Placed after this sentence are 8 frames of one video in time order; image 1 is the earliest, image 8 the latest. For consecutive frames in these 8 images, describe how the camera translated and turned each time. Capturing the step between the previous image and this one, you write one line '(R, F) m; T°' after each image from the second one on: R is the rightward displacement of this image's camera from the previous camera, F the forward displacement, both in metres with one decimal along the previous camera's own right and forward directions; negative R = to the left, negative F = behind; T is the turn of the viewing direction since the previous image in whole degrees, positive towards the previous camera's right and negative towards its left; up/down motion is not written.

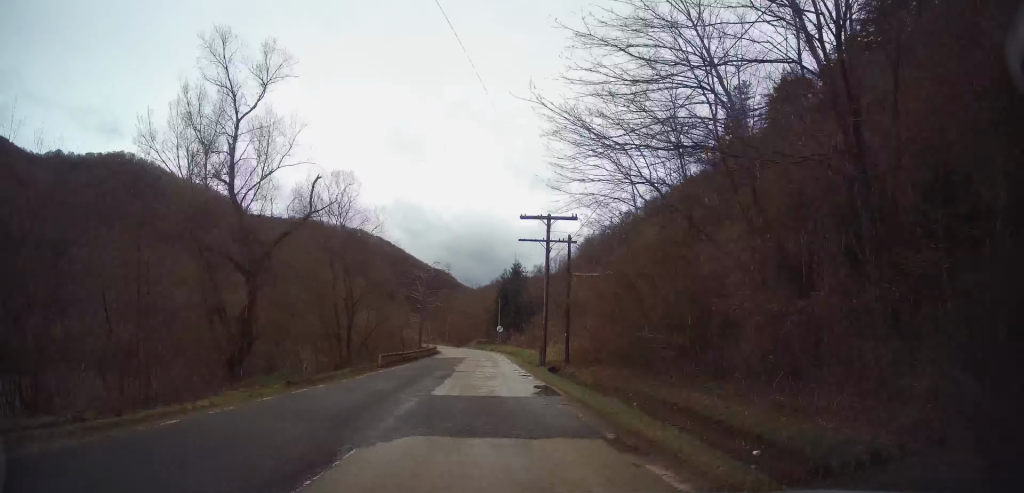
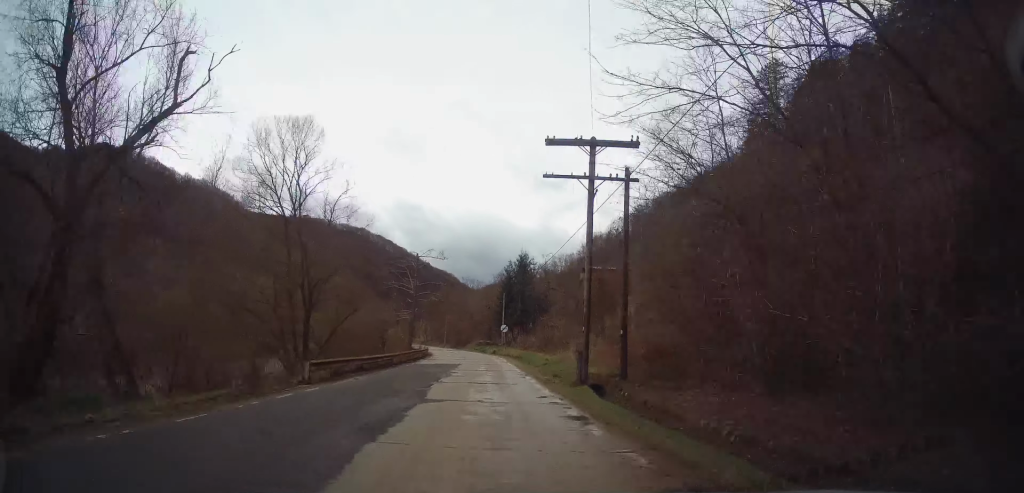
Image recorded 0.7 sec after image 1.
(+0.1, +11.2) m; 0°
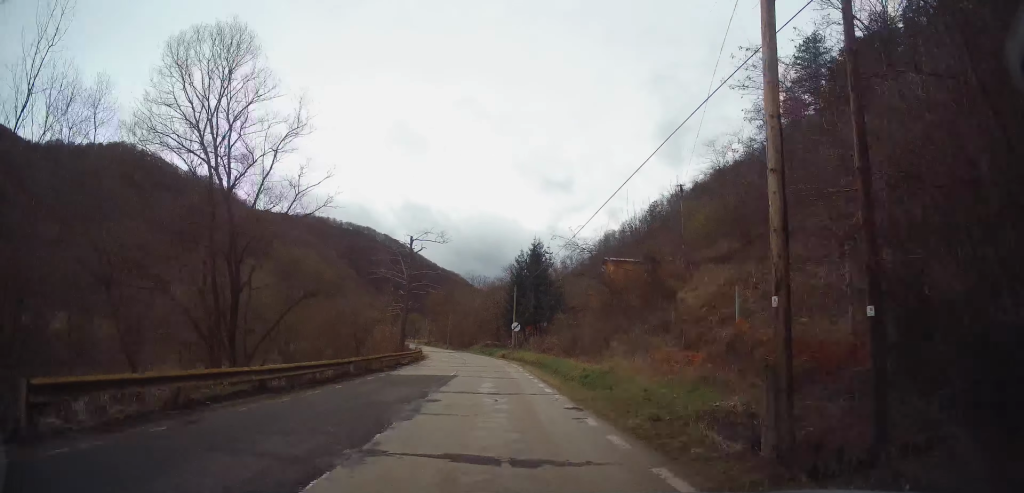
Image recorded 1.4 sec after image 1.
(-0.1, +11.0) m; -1°
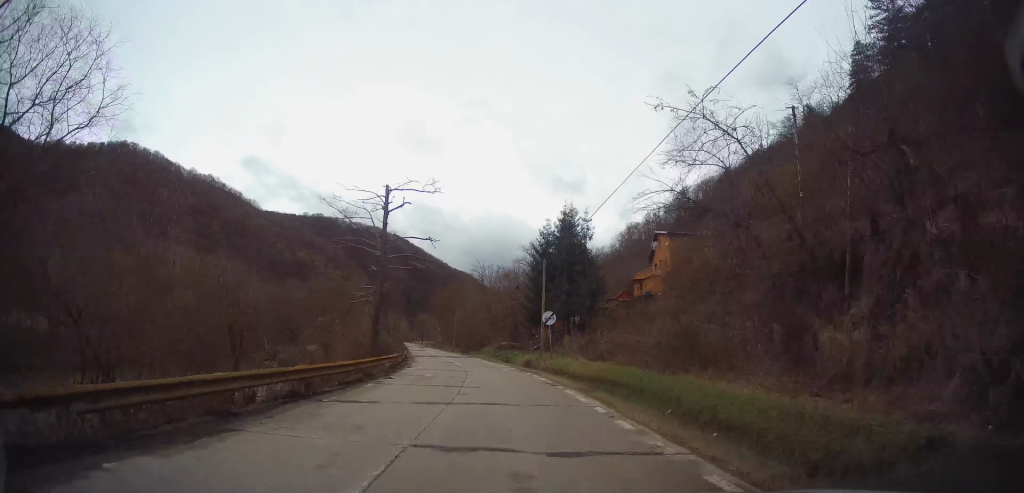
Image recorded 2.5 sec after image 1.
(-0.3, +18.6) m; -1°
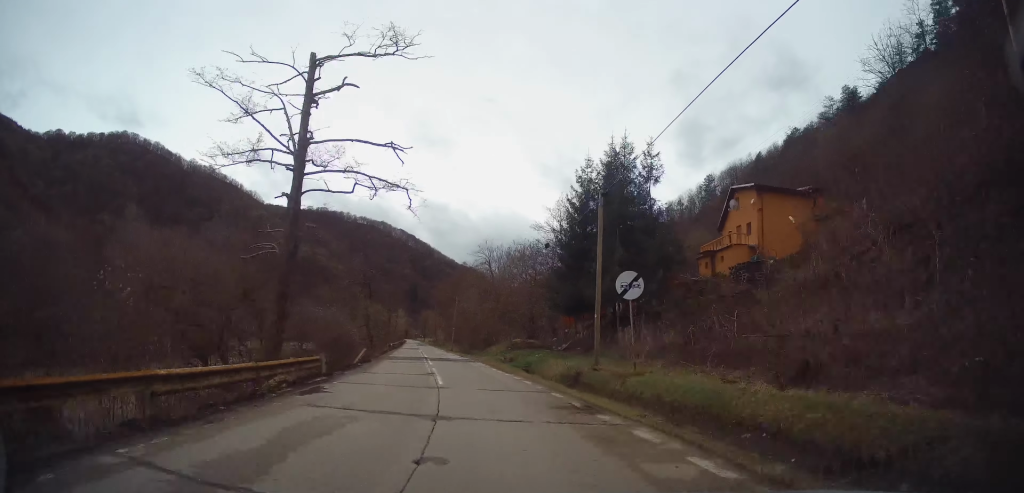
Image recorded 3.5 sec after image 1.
(-0.2, +17.5) m; -3°
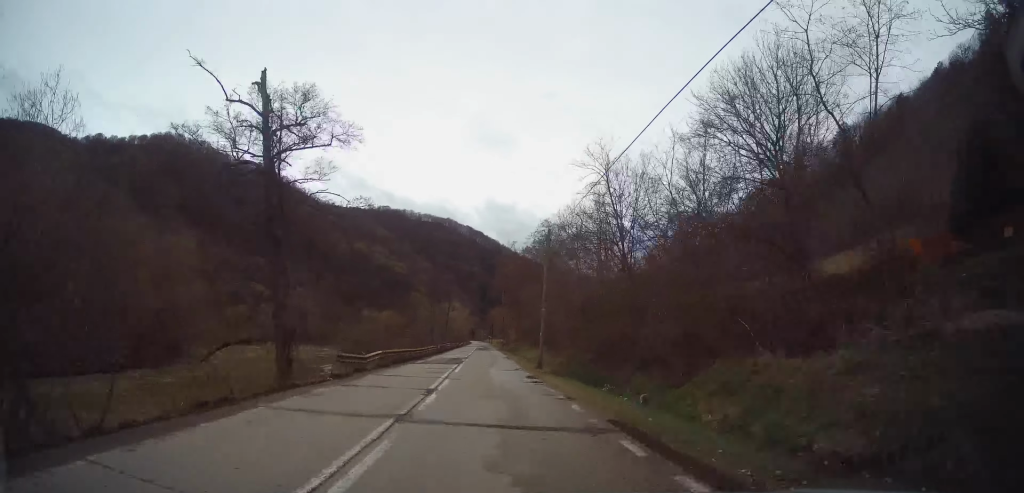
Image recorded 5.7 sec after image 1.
(-2.2, +41.0) m; -5°
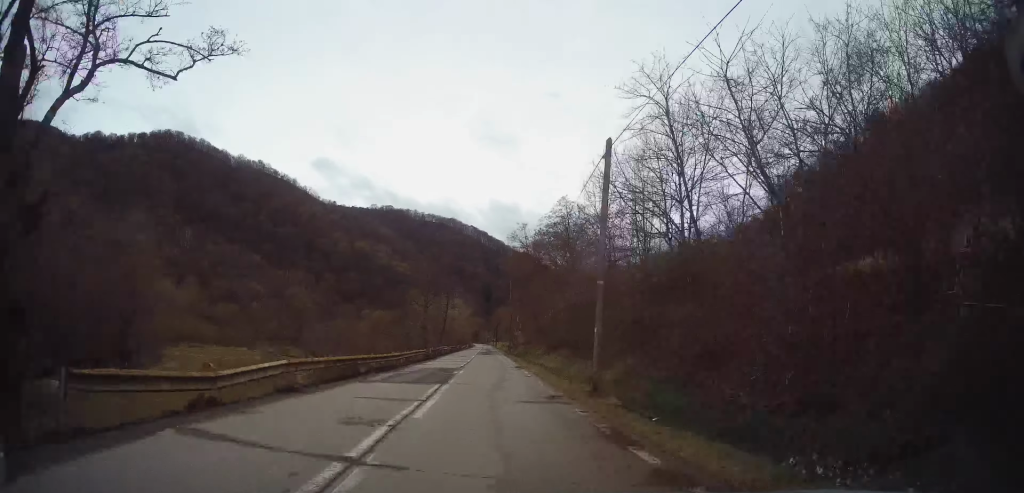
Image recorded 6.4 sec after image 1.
(0.0, +12.5) m; -1°
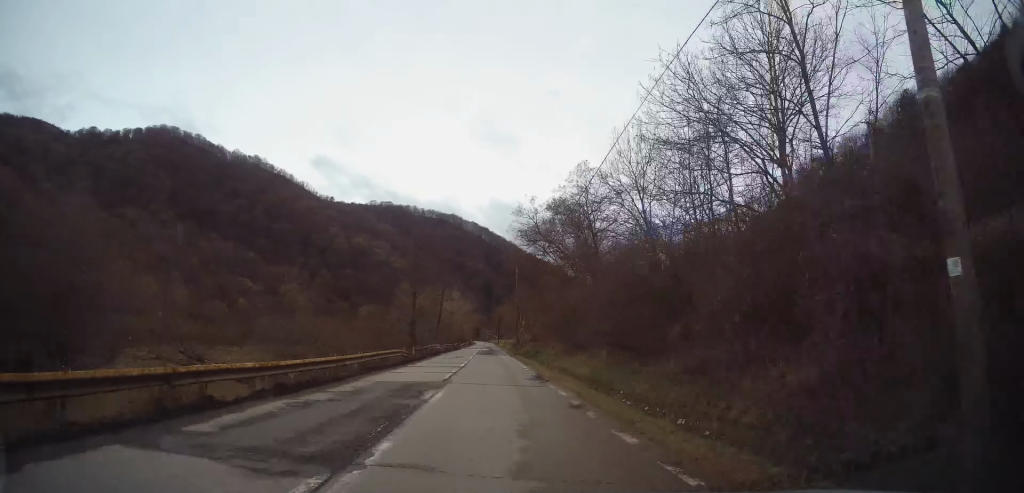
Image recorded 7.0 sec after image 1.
(-0.2, +11.3) m; -1°
